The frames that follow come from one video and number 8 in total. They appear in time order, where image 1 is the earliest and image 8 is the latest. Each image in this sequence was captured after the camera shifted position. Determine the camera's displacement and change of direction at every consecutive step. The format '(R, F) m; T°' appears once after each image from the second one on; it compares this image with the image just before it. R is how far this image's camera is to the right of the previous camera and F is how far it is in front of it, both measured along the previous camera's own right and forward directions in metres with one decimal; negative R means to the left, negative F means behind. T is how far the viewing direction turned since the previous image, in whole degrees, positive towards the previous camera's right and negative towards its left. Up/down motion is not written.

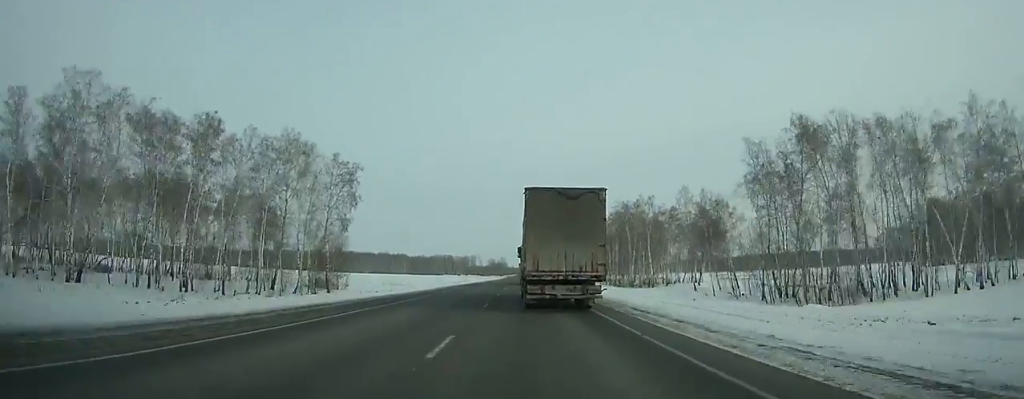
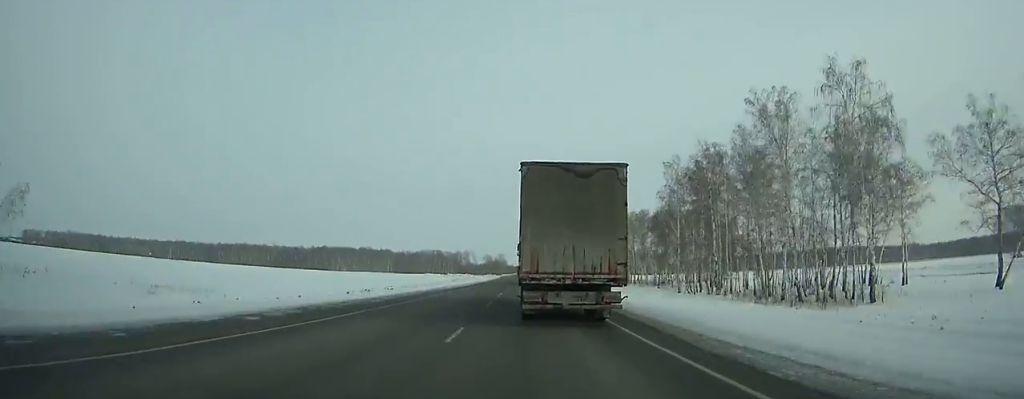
(-0.4, +81.1) m; 0°
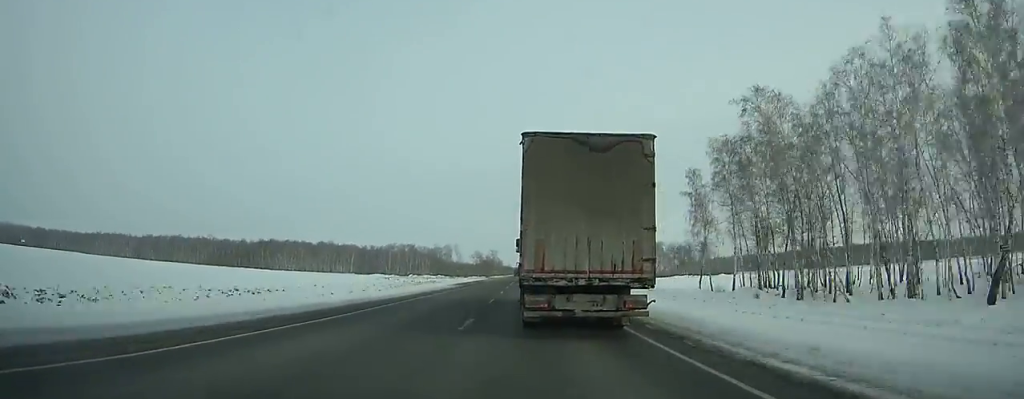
(+0.8, +116.8) m; +1°
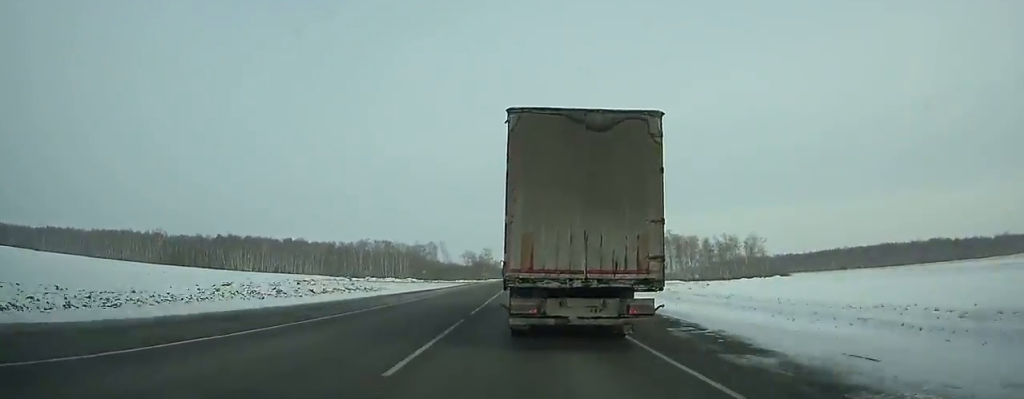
(+0.4, +64.4) m; 0°
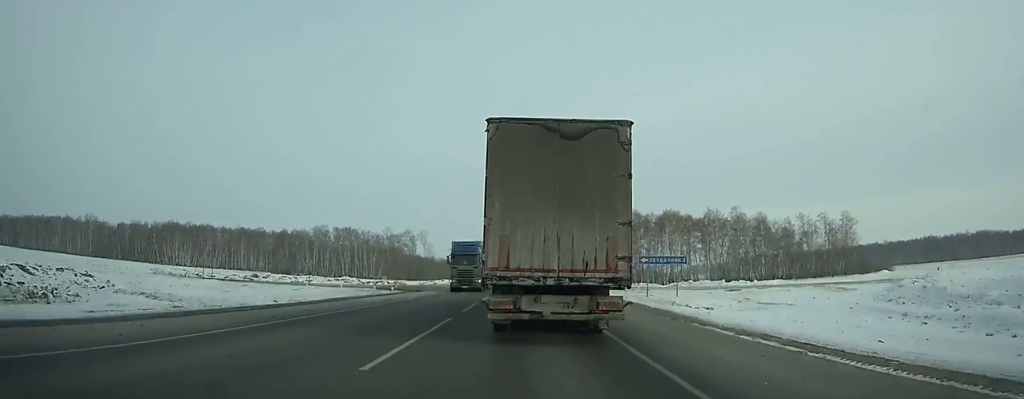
(-0.4, +73.0) m; -1°
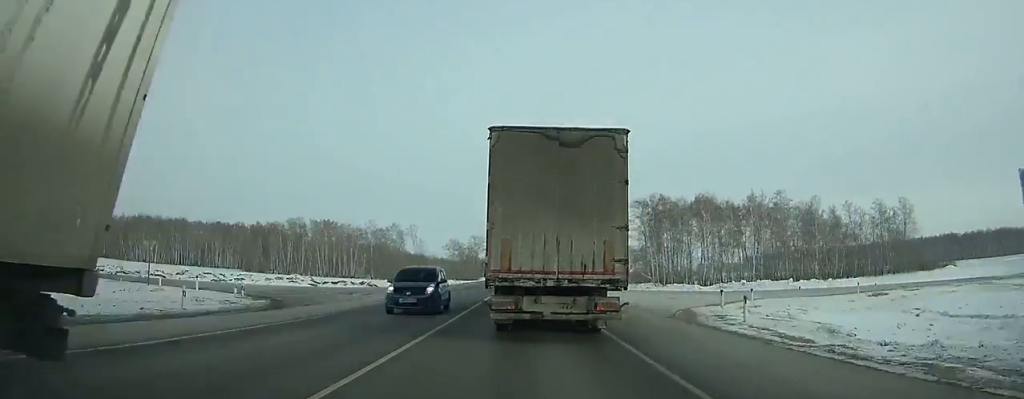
(-0.1, +28.8) m; 0°
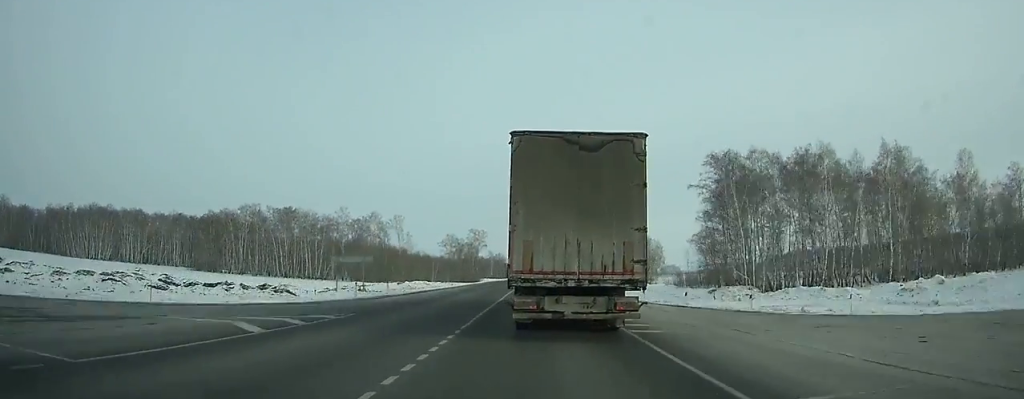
(-0.4, +44.4) m; 0°
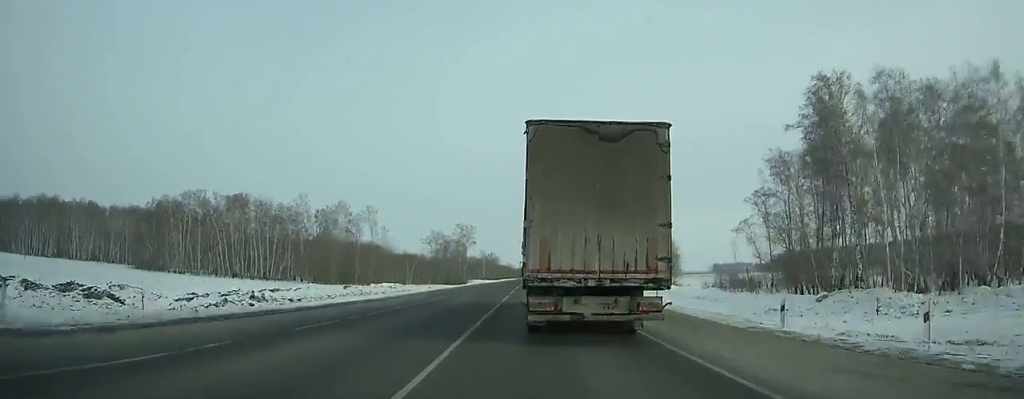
(+0.2, +28.9) m; 0°
